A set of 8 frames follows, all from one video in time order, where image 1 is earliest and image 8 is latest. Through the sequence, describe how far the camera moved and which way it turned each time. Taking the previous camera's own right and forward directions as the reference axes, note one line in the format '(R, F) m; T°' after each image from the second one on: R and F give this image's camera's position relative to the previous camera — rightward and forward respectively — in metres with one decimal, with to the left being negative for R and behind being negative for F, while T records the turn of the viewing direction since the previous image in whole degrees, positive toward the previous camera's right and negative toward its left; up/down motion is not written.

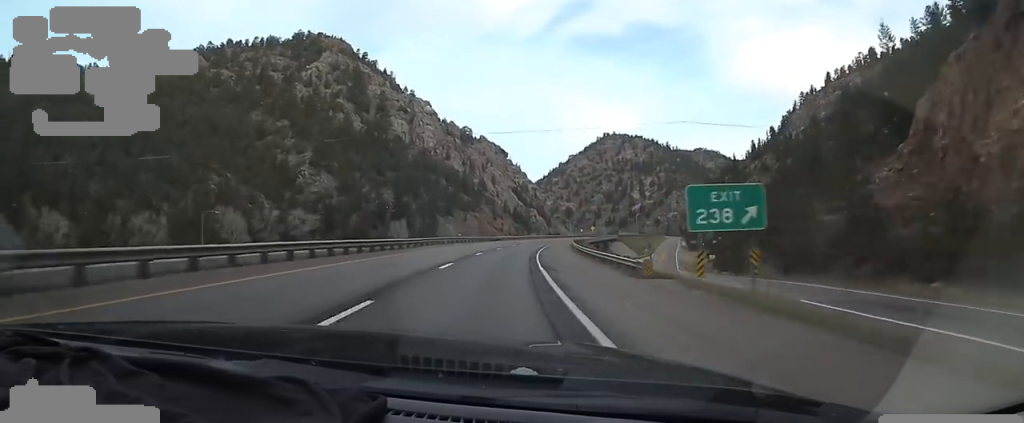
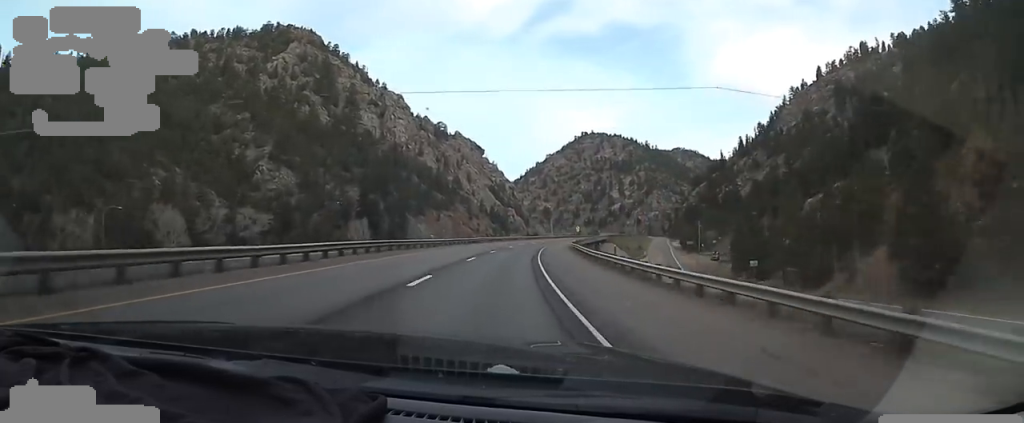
(+0.2, +17.5) m; +2°
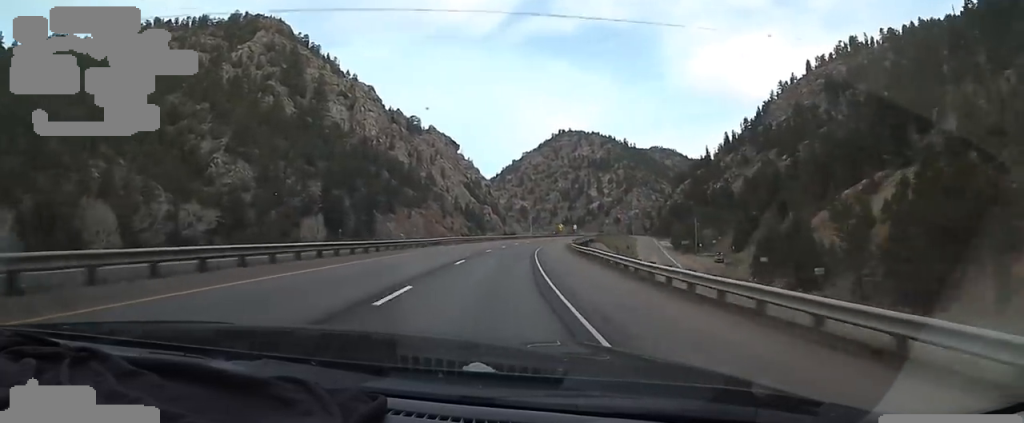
(-0.2, +15.4) m; +1°
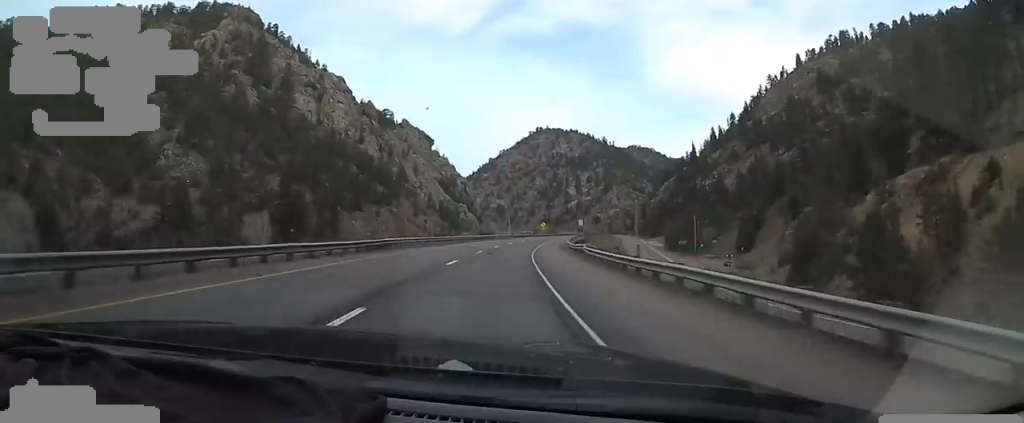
(+0.4, +15.4) m; +3°
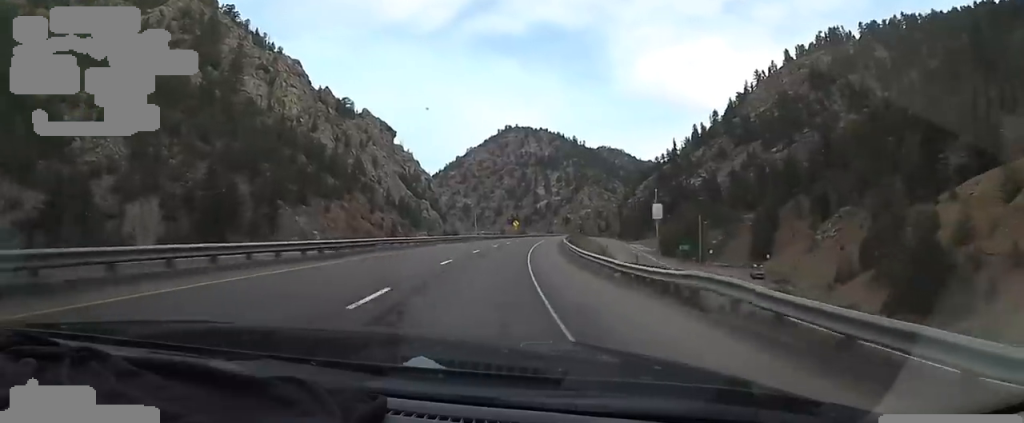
(+0.4, +22.6) m; +5°
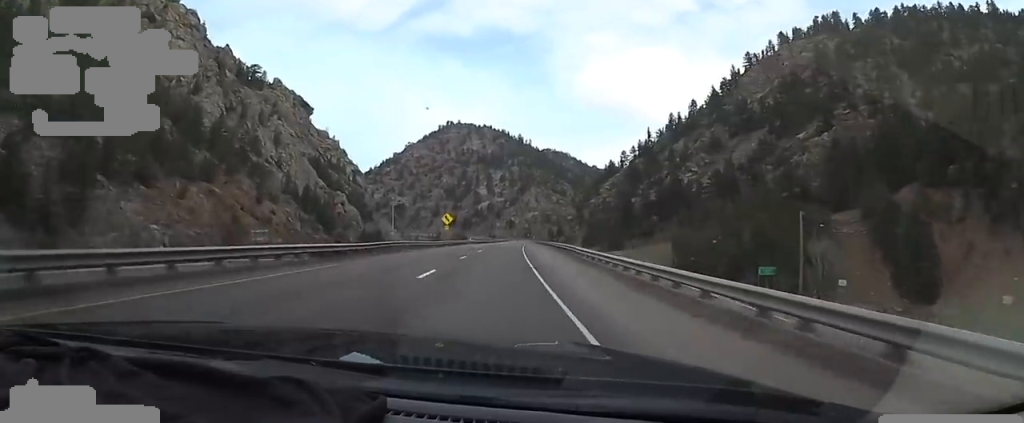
(+5.5, +53.2) m; +8°
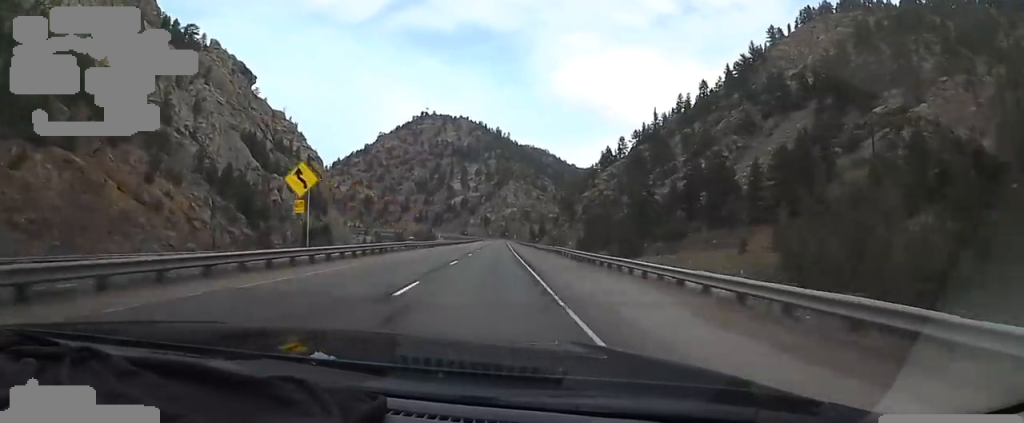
(+0.6, +42.6) m; +3°
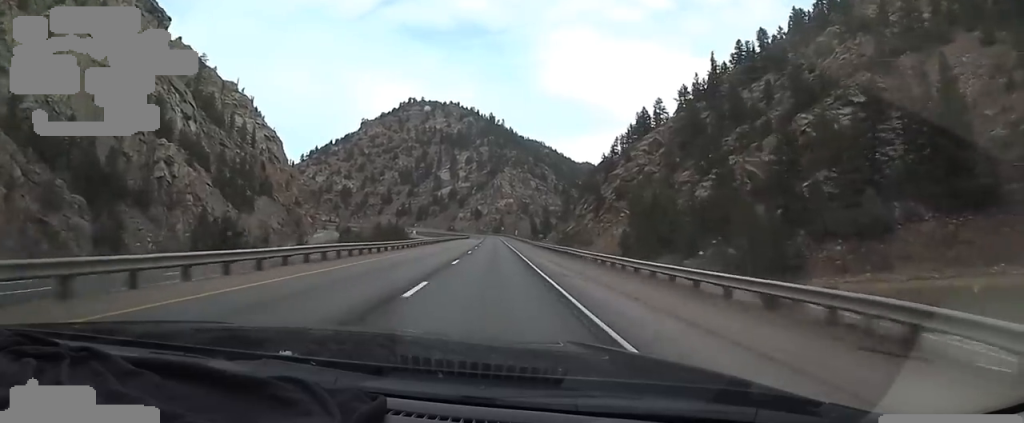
(+2.8, +62.4) m; +2°
